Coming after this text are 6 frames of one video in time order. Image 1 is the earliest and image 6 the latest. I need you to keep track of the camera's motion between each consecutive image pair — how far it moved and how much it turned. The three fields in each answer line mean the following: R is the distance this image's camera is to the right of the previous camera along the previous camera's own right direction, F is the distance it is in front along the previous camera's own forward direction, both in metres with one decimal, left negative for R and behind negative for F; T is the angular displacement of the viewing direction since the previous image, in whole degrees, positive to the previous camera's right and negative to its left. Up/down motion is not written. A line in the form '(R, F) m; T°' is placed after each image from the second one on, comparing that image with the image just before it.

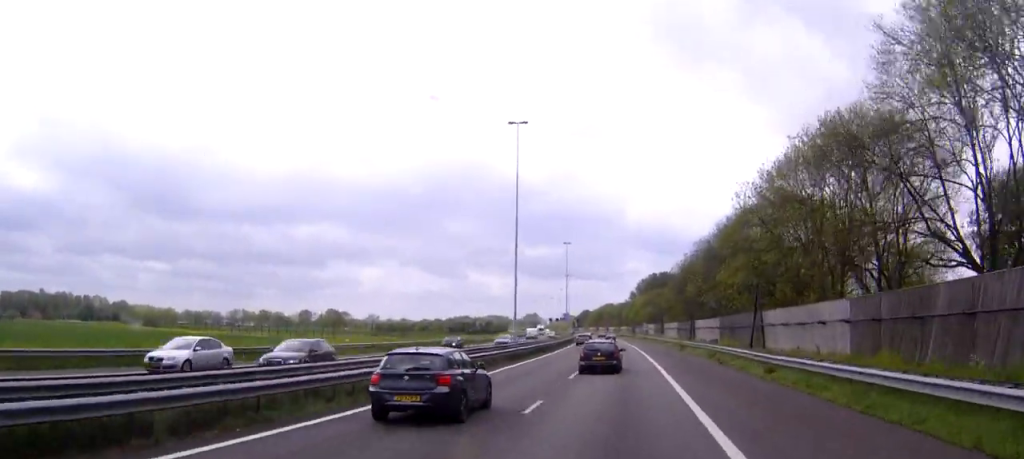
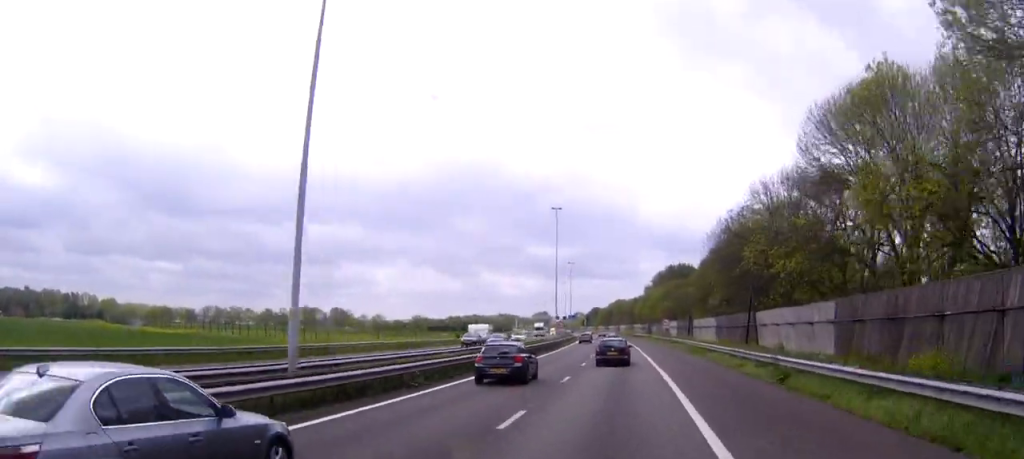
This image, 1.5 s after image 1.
(-1.1, +37.9) m; -2°
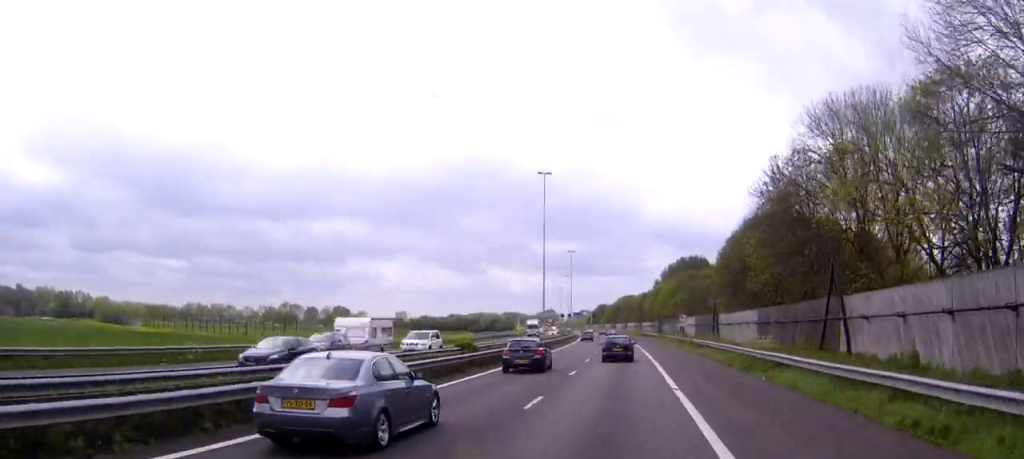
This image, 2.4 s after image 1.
(0.0, +20.7) m; 0°
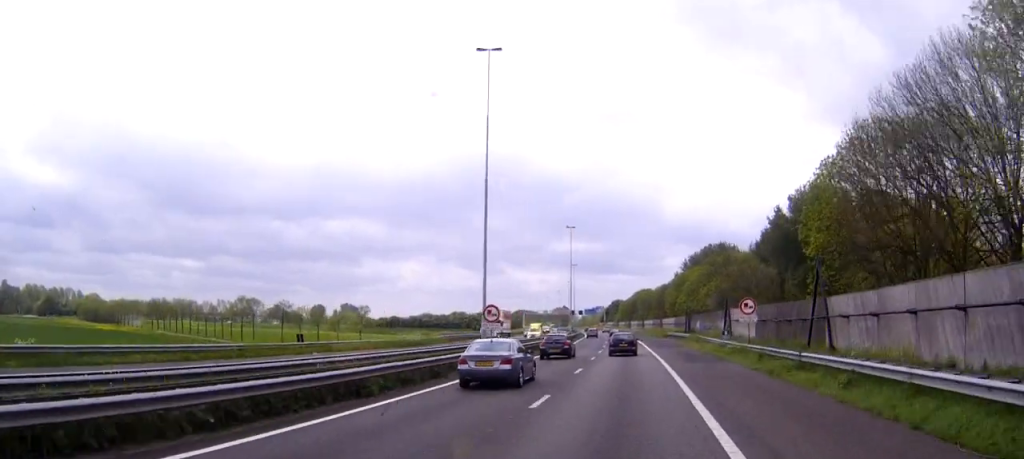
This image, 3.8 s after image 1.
(-0.6, +36.5) m; -2°
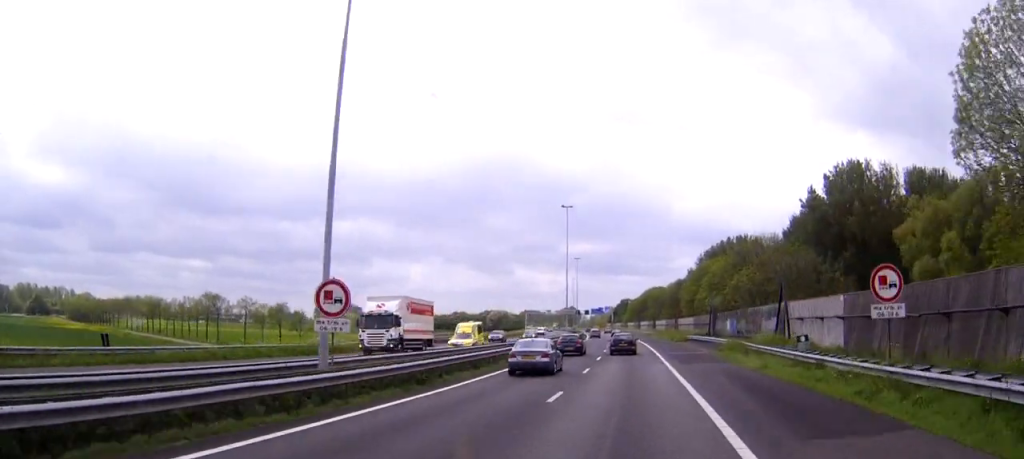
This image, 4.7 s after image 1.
(-0.1, +22.2) m; -1°
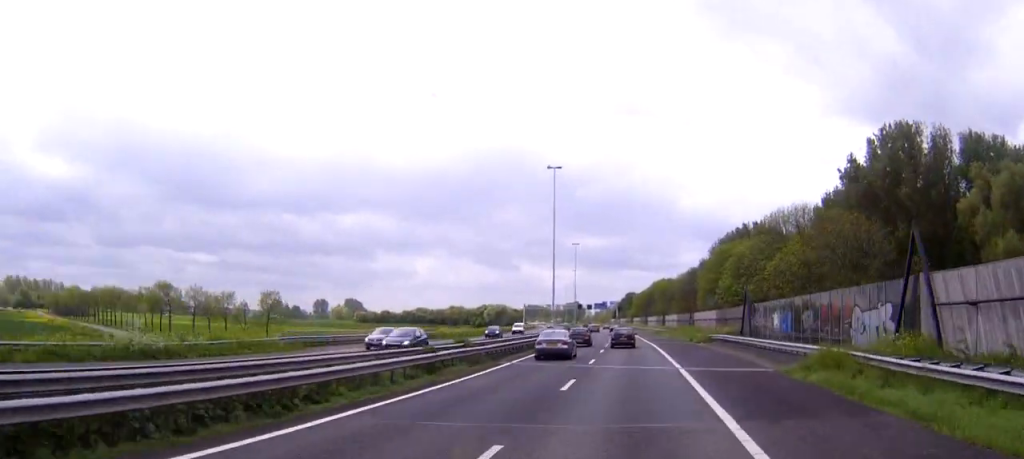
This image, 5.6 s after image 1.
(-0.2, +22.0) m; -1°
